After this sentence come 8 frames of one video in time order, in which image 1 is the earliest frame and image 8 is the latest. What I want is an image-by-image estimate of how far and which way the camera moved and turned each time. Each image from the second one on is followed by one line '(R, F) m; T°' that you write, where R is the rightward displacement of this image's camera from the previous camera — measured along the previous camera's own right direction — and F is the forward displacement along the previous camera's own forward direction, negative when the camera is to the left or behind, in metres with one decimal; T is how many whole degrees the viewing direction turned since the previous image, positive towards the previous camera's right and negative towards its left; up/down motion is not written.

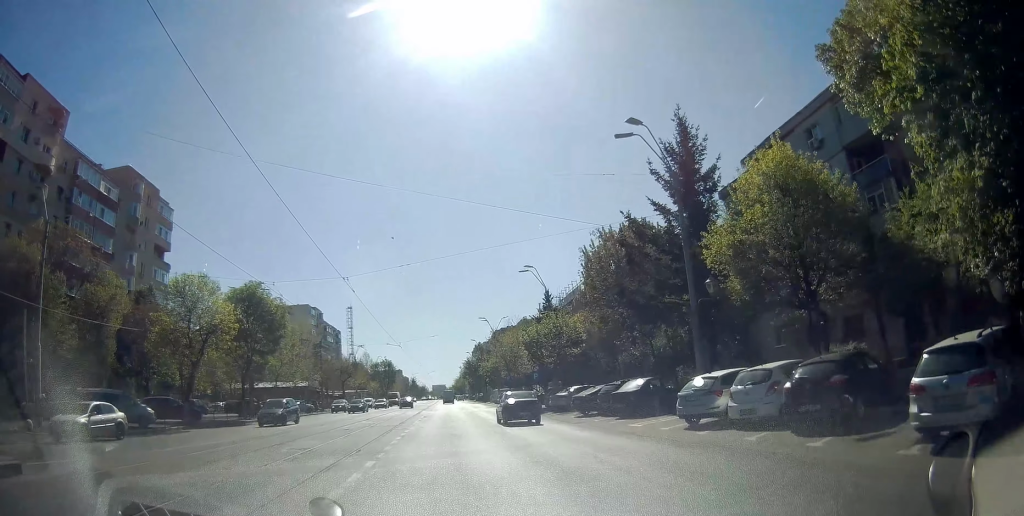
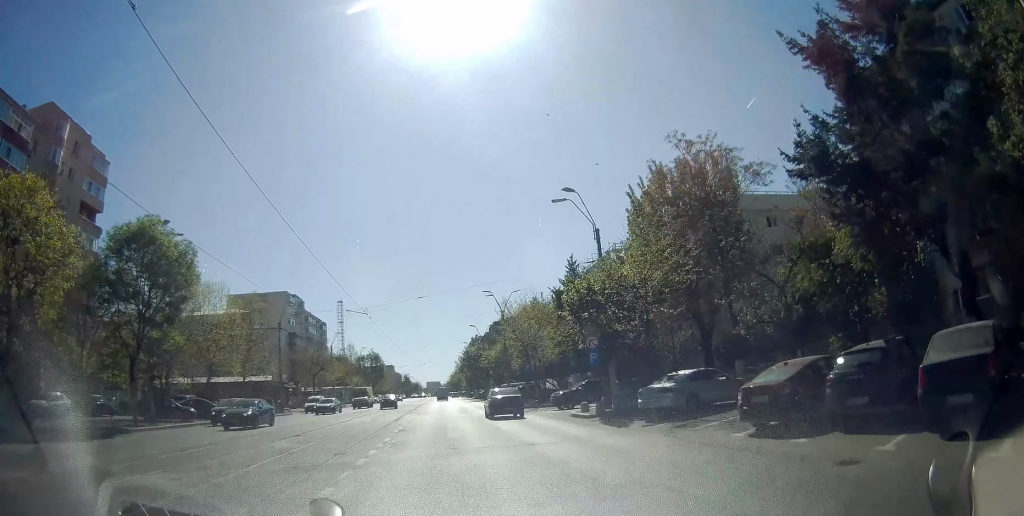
(+0.9, +18.1) m; +1°
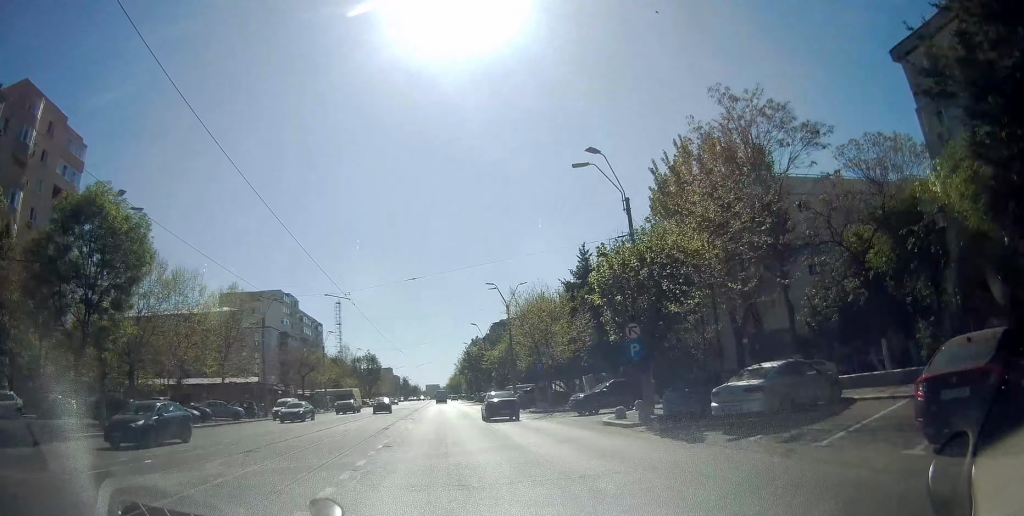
(-0.4, +5.7) m; 0°
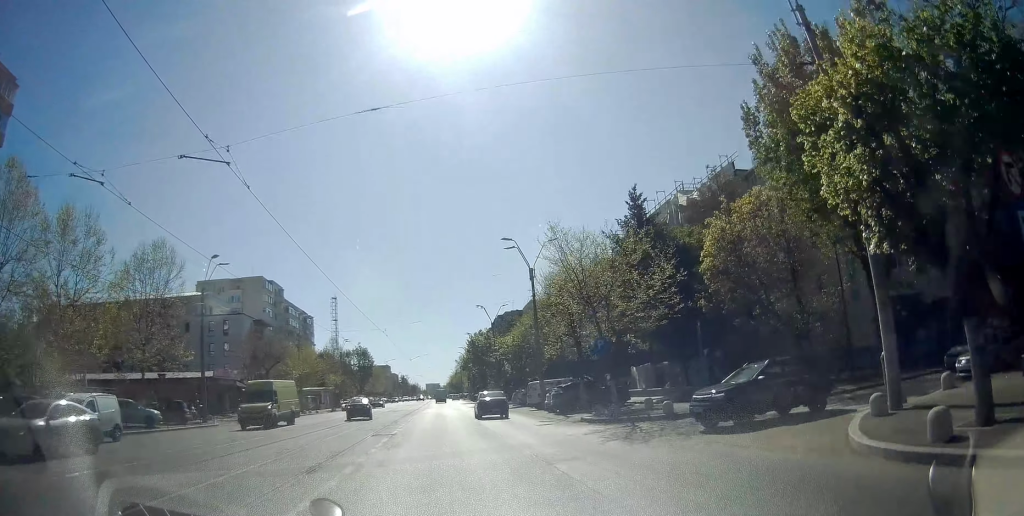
(+0.2, +15.3) m; +1°
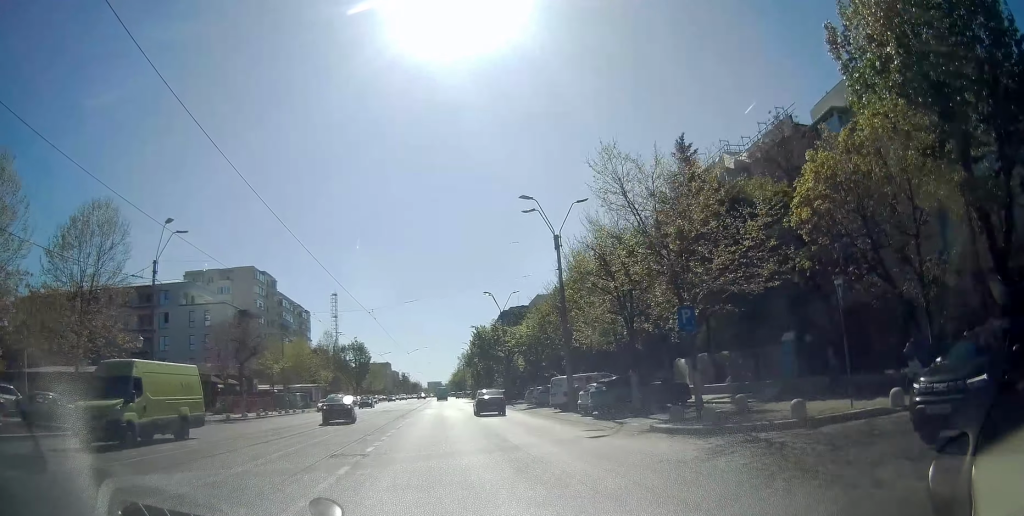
(+0.1, +8.4) m; 0°
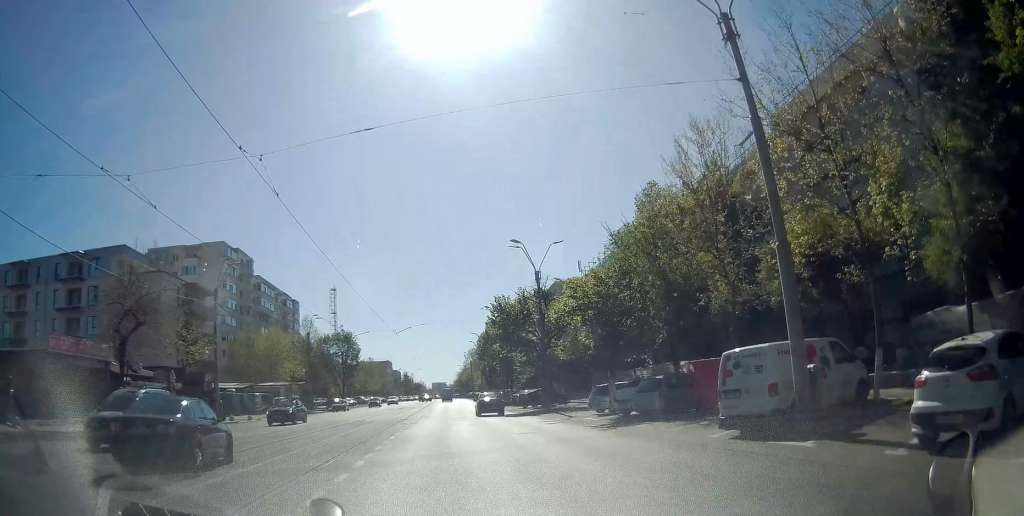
(-0.5, +20.7) m; -1°
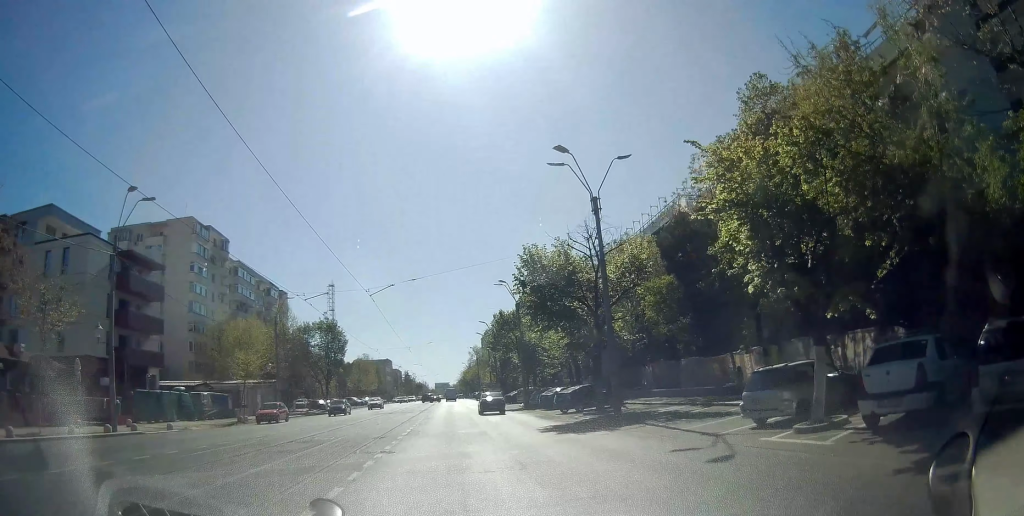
(0.0, +15.6) m; 0°
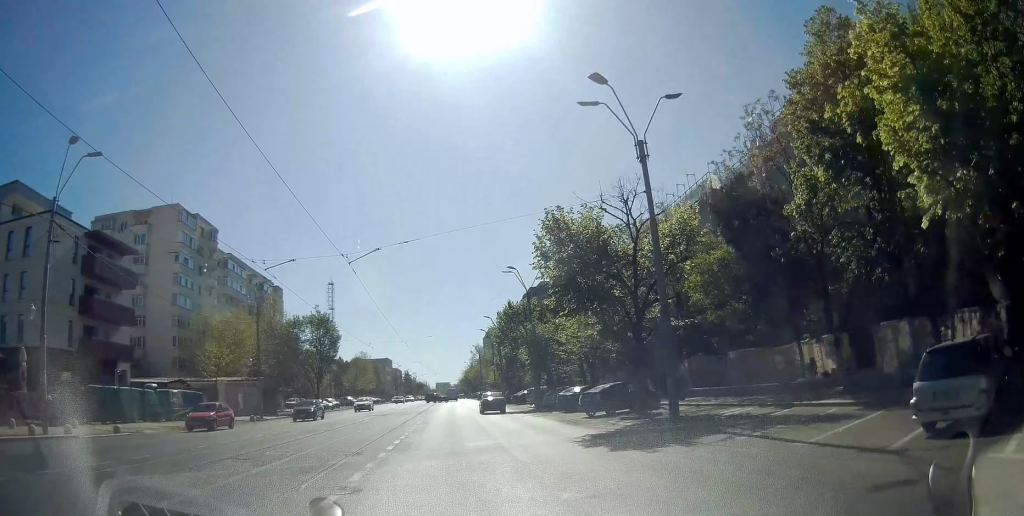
(0.0, +6.2) m; 0°
